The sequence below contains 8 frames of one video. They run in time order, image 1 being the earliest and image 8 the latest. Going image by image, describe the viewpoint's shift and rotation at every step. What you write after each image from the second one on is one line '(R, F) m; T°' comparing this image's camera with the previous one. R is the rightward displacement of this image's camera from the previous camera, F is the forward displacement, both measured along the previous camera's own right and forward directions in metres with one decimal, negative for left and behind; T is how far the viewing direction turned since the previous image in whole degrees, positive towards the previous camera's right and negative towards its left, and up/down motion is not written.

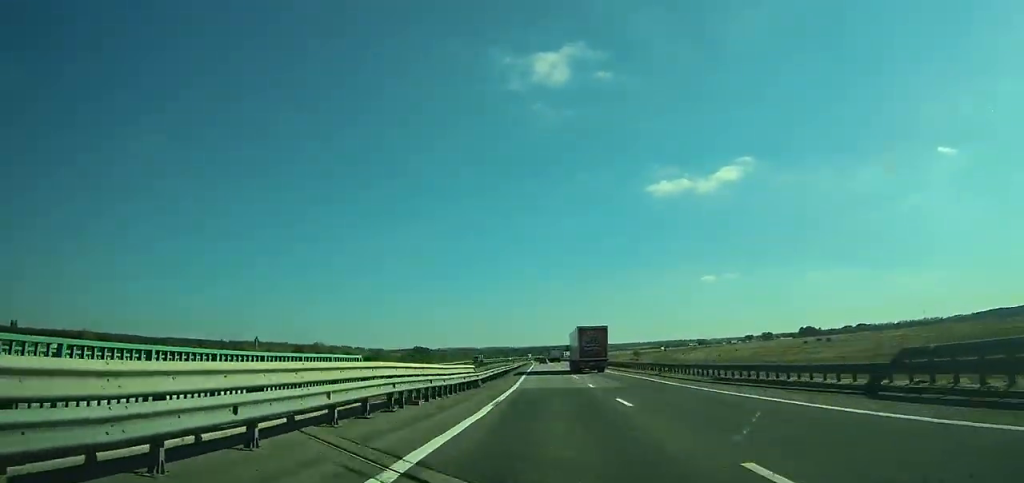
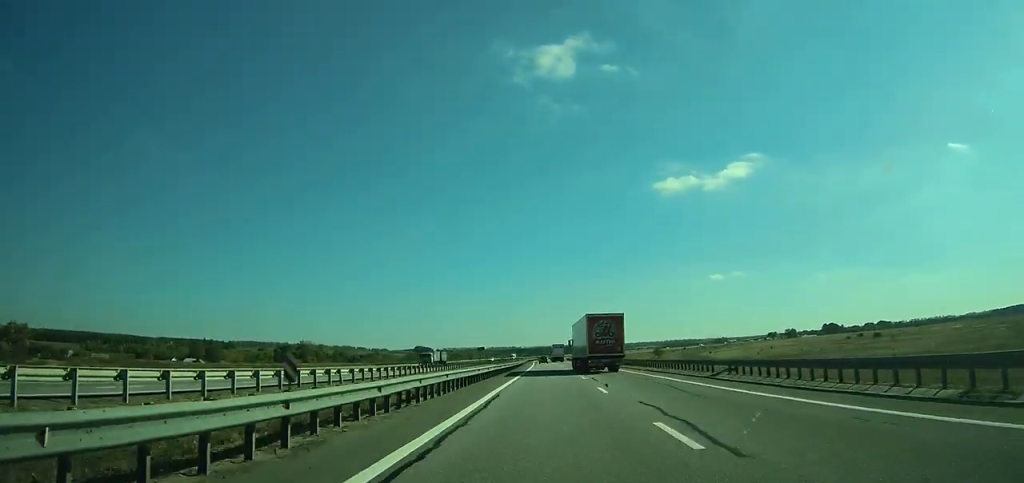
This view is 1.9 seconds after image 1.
(-0.1, +57.5) m; -1°
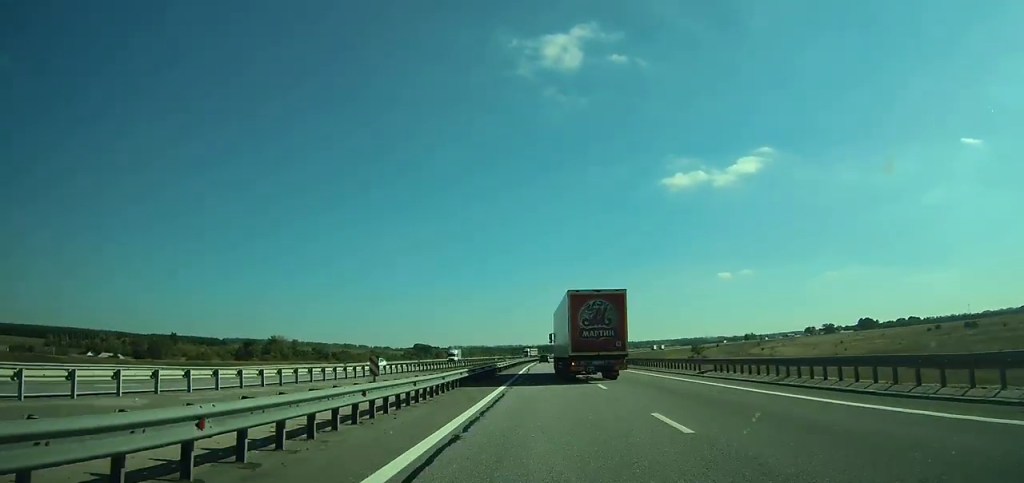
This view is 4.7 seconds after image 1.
(-0.7, +82.3) m; -1°
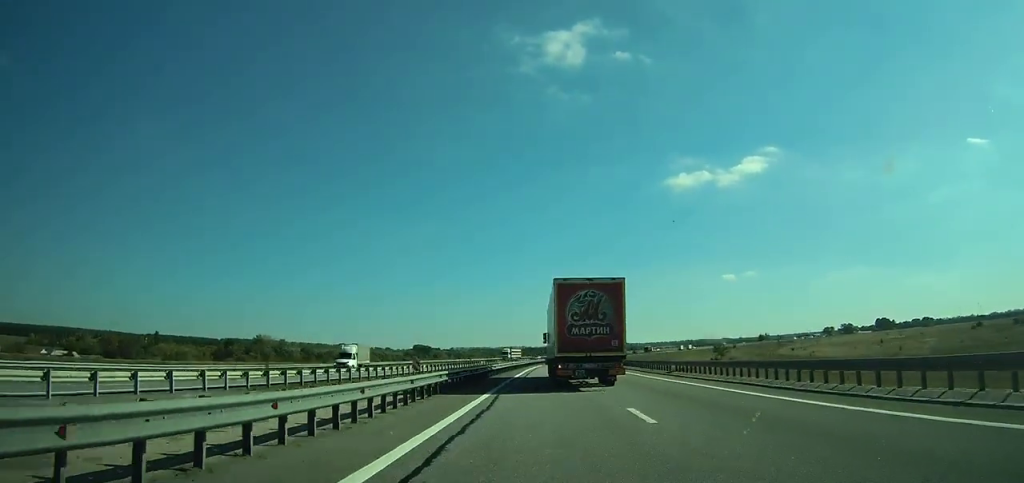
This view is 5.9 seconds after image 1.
(-0.1, +33.2) m; 0°
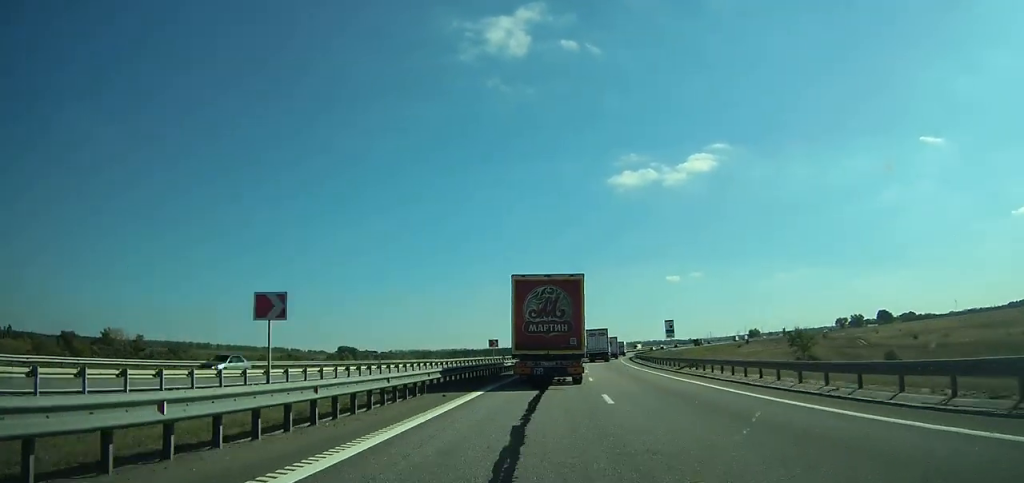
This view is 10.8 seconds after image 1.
(+2.5, +128.7) m; +6°
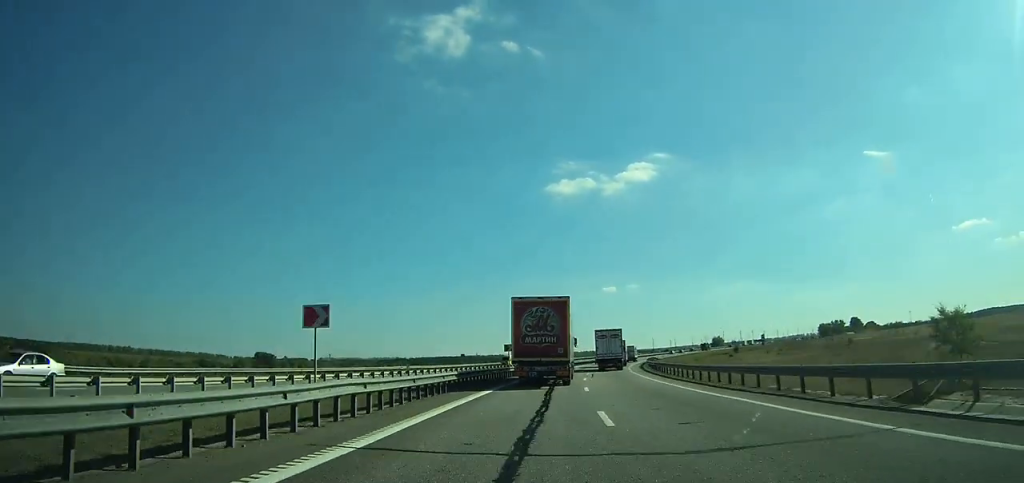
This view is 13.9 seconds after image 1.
(+4.7, +76.6) m; +7°
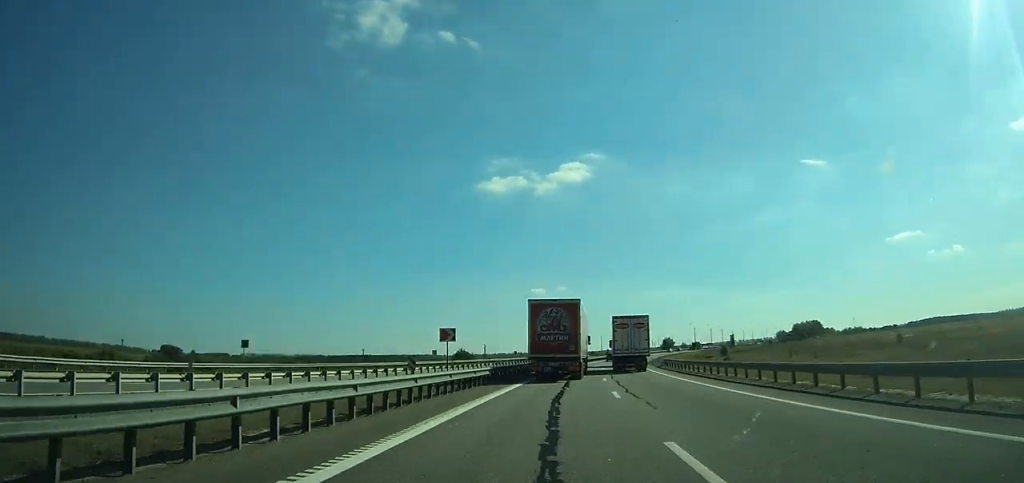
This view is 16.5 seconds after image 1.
(+3.2, +68.2) m; +6°
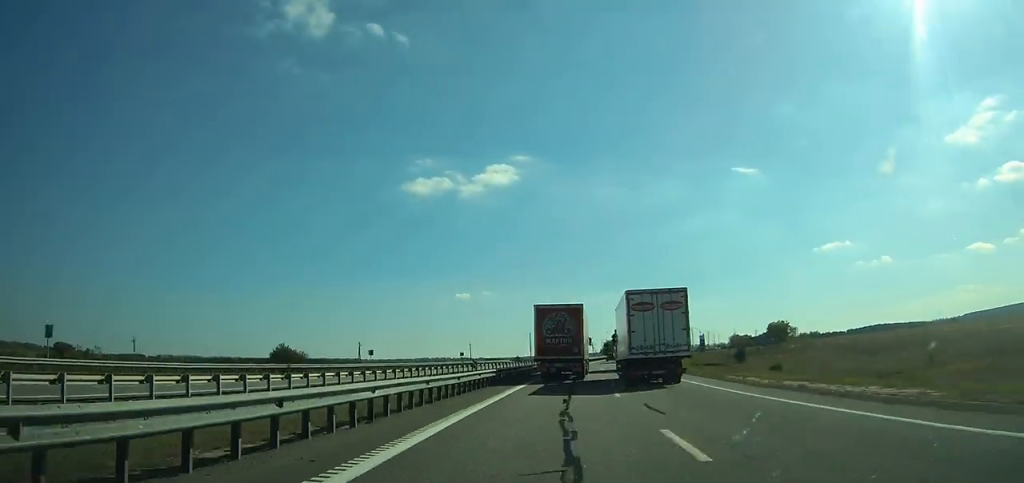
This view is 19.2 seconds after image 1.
(+5.4, +71.3) m; +8°
